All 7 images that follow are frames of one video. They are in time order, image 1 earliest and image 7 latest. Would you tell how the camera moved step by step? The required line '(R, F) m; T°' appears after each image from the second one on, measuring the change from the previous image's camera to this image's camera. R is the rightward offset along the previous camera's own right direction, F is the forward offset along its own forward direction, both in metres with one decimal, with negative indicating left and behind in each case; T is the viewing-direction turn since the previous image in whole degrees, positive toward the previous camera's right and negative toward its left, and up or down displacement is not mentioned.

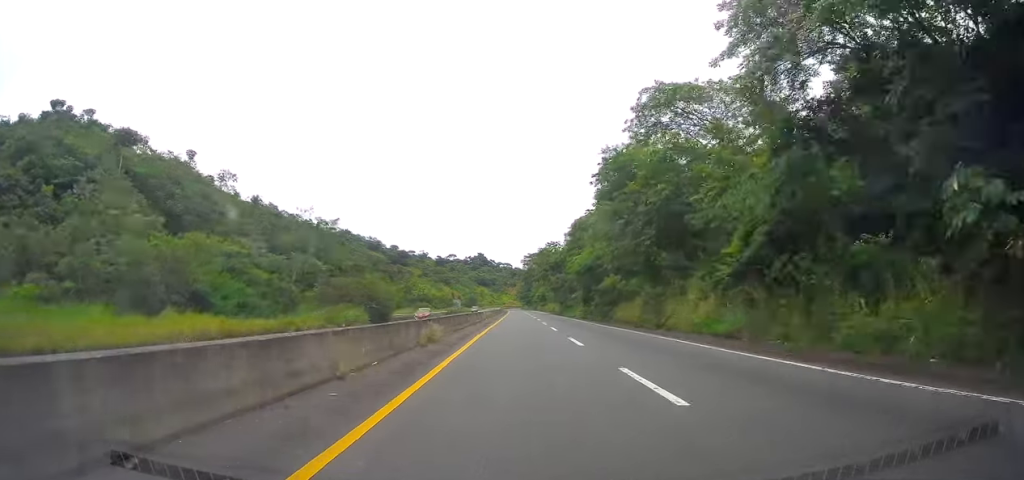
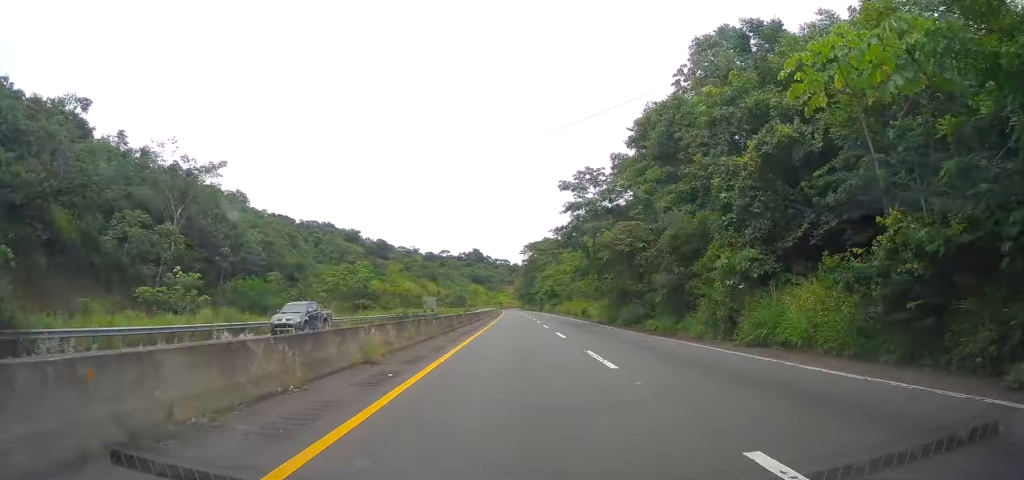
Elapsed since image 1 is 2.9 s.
(+0.2, +56.3) m; 0°
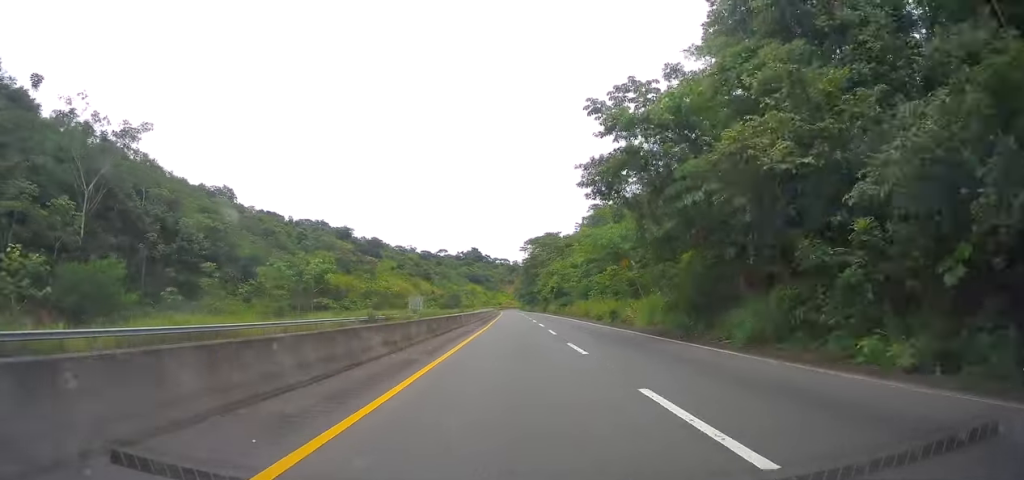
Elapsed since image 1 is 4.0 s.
(-0.2, +20.5) m; 0°
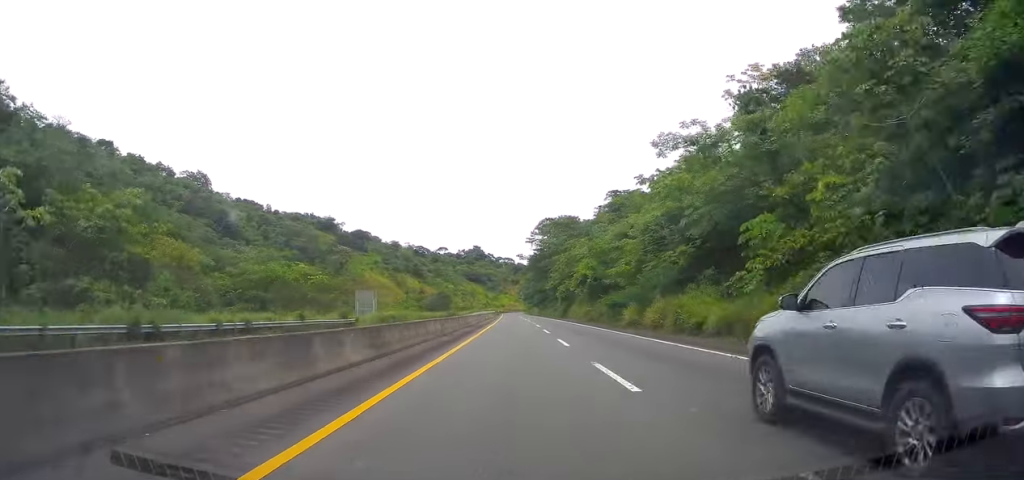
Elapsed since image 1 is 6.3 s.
(+0.4, +43.7) m; 0°
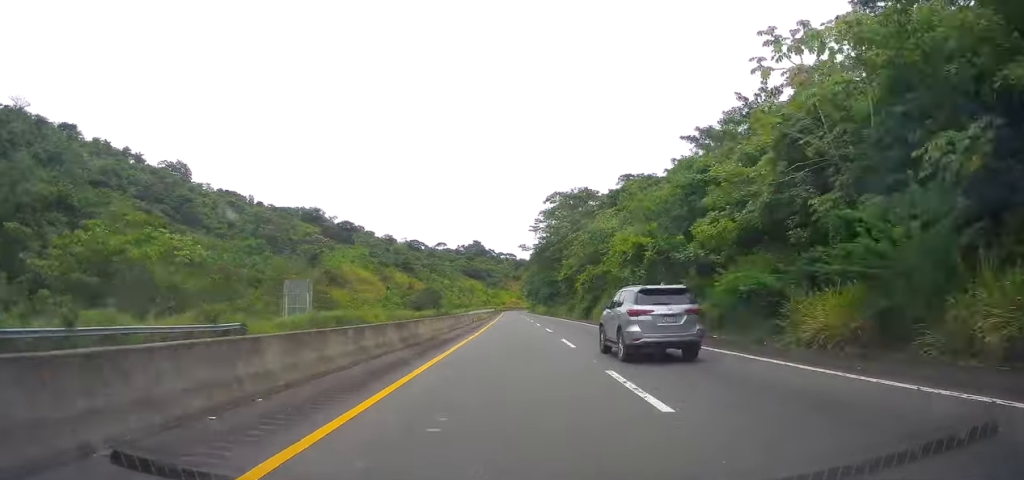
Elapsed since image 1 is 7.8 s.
(-0.4, +26.1) m; -1°
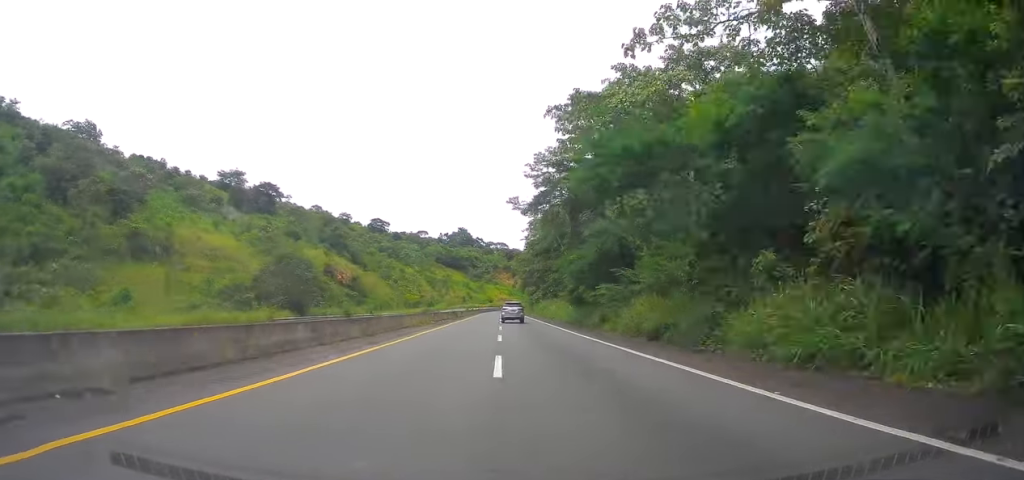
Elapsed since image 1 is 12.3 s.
(+1.3, +81.6) m; +1°
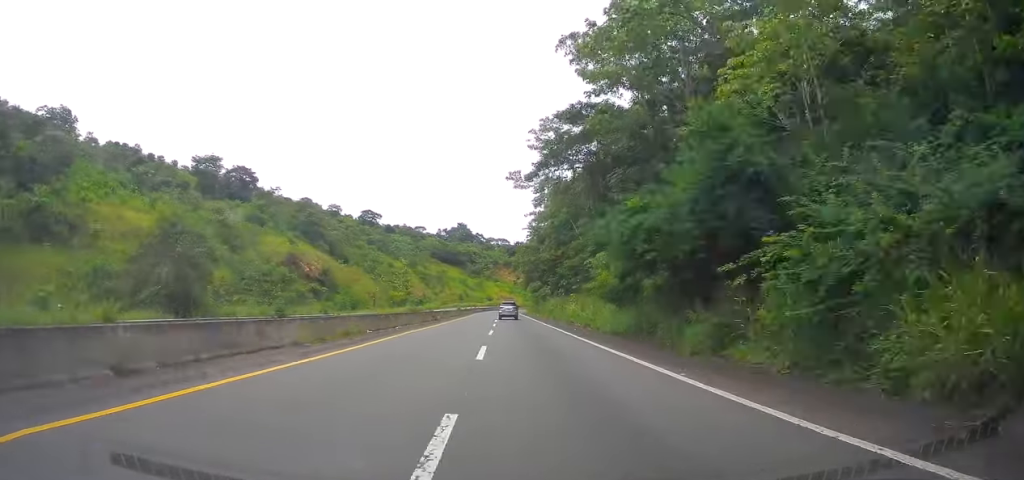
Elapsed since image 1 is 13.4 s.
(-0.4, +20.7) m; 0°
